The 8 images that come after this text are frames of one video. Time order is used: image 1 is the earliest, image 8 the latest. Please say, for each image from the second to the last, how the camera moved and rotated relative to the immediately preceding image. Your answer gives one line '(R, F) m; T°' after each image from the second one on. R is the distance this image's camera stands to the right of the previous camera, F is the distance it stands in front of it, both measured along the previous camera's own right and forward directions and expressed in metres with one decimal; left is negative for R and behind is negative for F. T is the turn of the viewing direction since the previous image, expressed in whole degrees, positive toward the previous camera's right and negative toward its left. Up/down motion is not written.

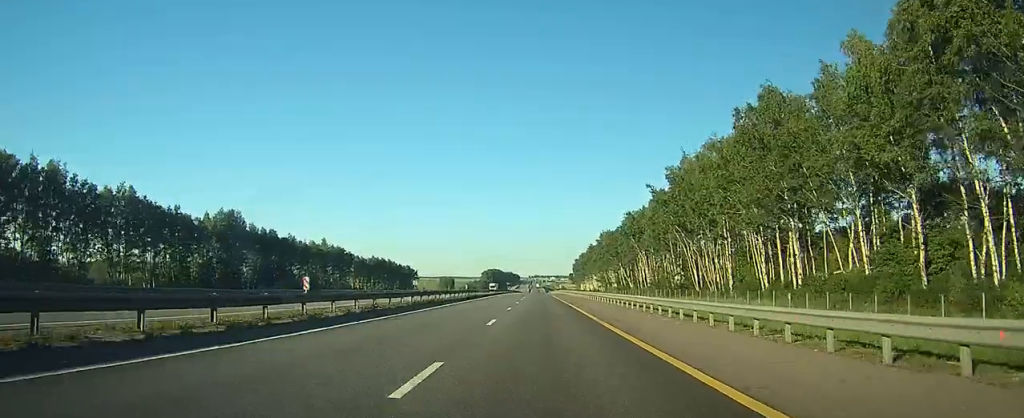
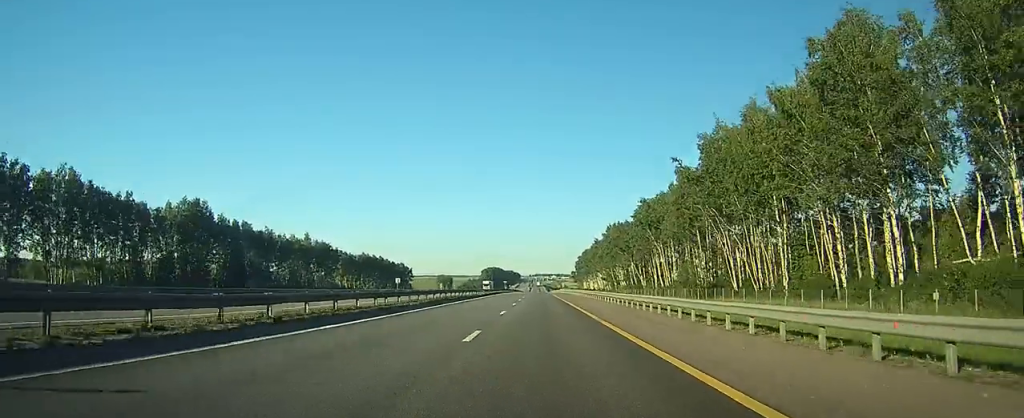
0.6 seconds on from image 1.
(0.0, +17.8) m; 0°
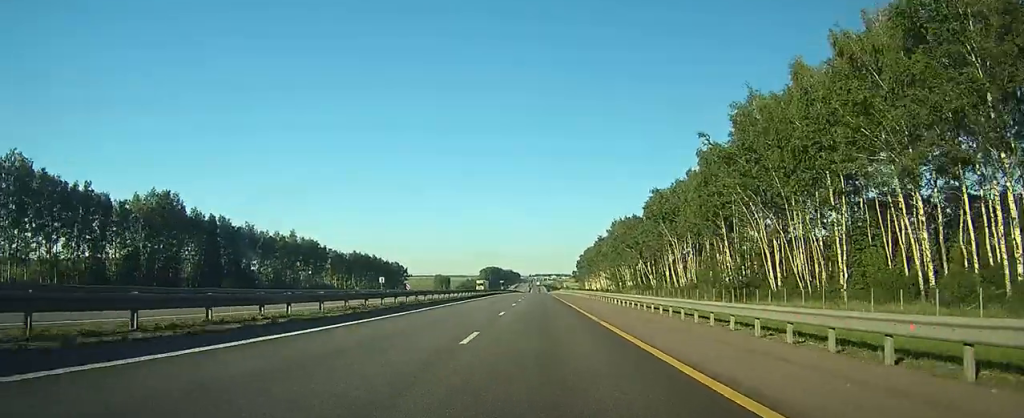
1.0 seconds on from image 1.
(0.0, +12.5) m; 0°
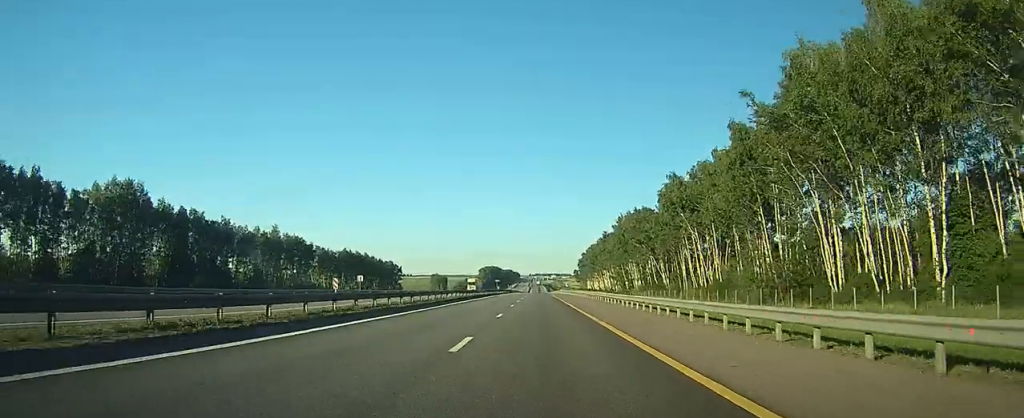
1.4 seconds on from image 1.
(0.0, +13.5) m; 0°
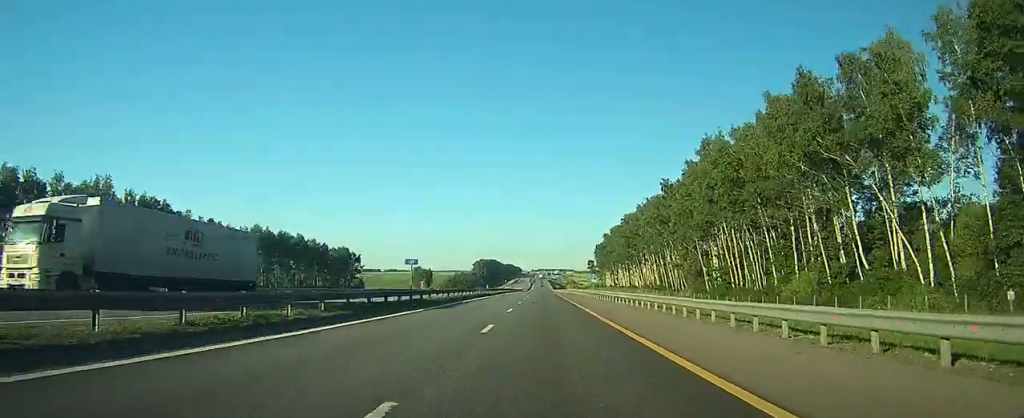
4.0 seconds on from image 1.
(0.0, +80.7) m; 0°
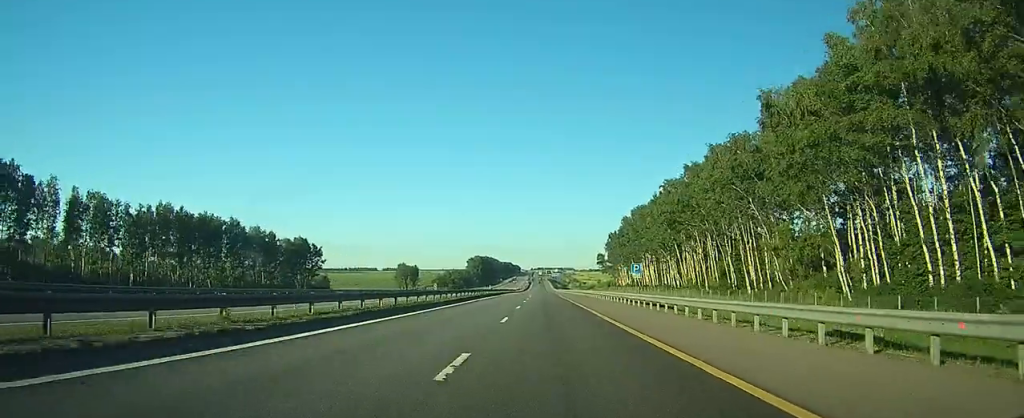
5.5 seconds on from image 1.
(-0.2, +44.1) m; 0°
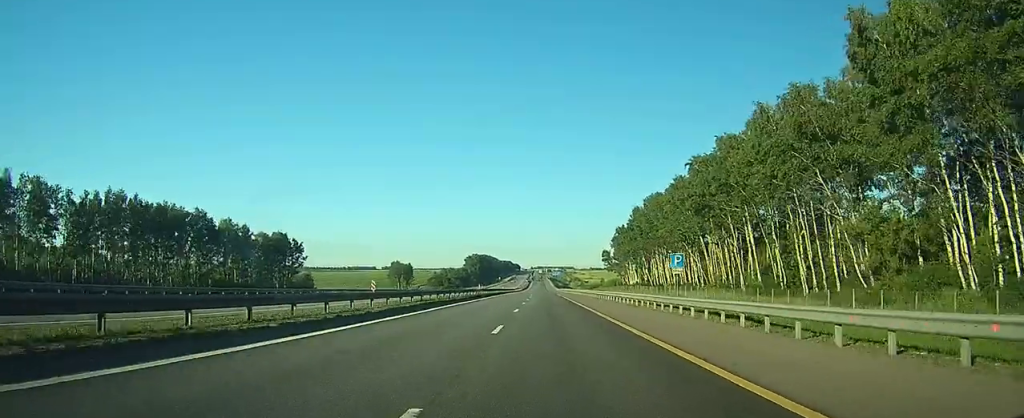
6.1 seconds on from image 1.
(0.0, +16.9) m; 0°
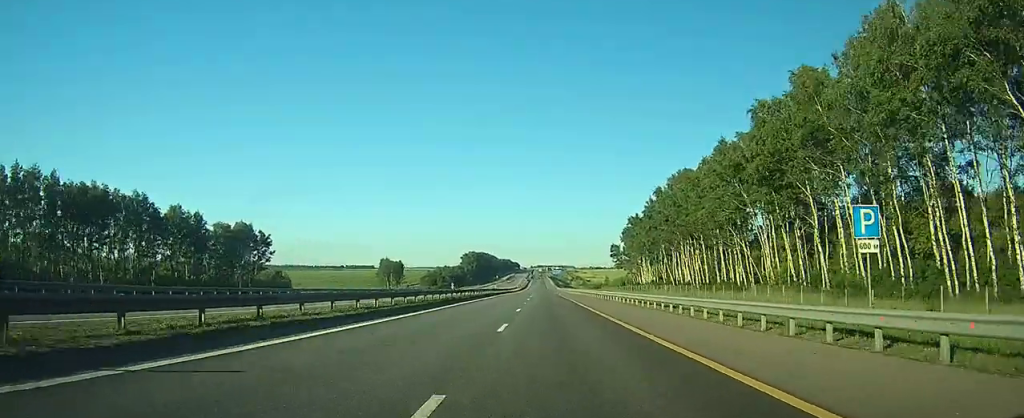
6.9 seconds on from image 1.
(0.0, +23.6) m; 0°
